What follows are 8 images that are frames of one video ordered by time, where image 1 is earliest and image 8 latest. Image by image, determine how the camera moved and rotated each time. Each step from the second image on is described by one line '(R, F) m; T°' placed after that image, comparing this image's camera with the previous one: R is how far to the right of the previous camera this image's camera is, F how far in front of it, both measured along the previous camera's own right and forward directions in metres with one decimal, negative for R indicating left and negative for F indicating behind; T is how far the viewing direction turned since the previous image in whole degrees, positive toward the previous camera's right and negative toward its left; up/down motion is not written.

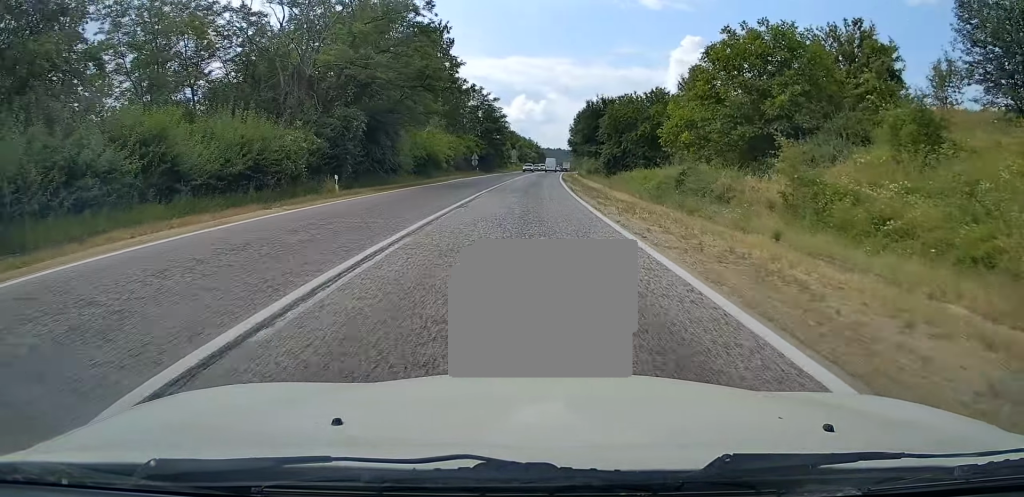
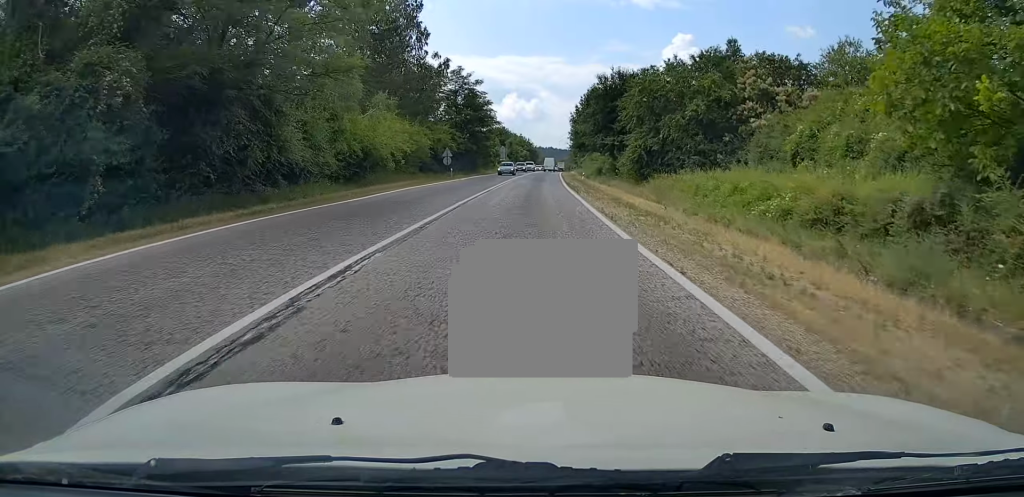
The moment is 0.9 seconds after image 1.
(0.0, +18.7) m; +1°
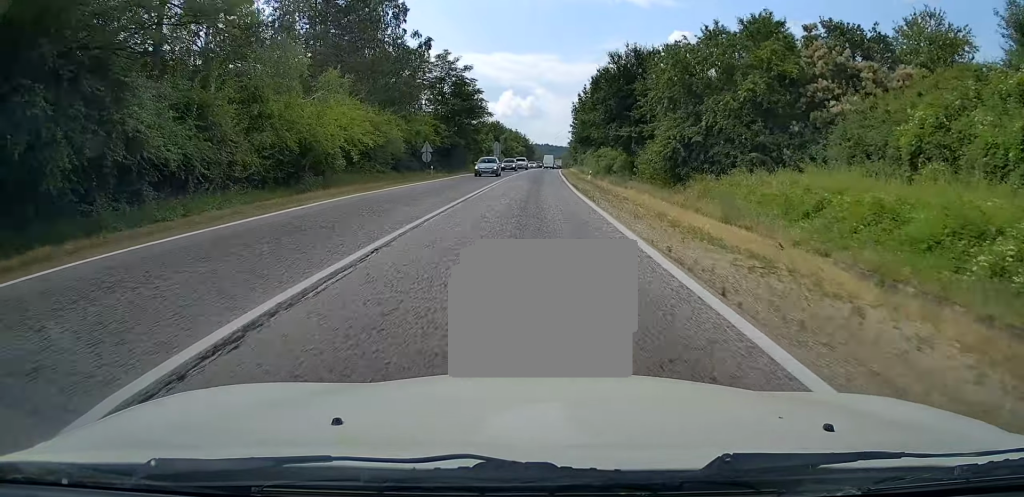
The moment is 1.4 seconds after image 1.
(+0.1, +9.4) m; +1°
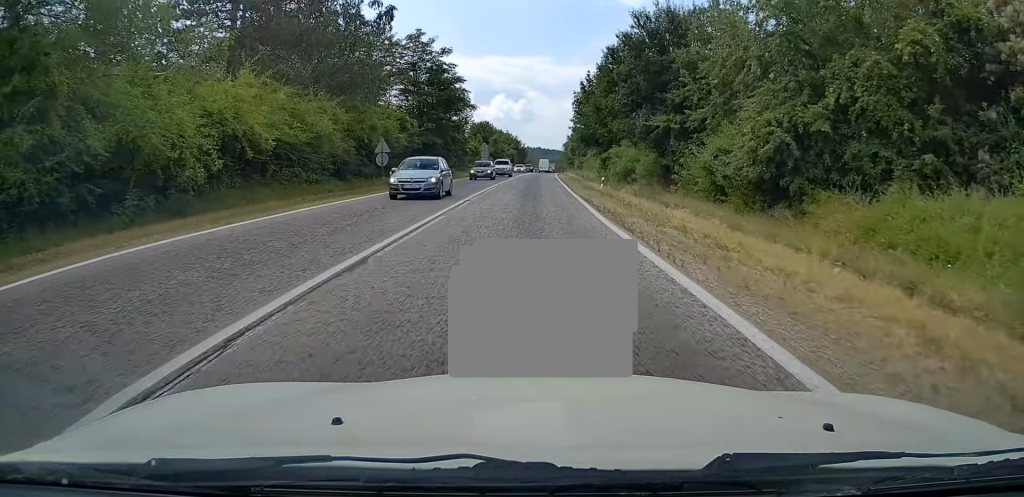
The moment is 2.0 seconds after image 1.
(+0.1, +12.1) m; +1°
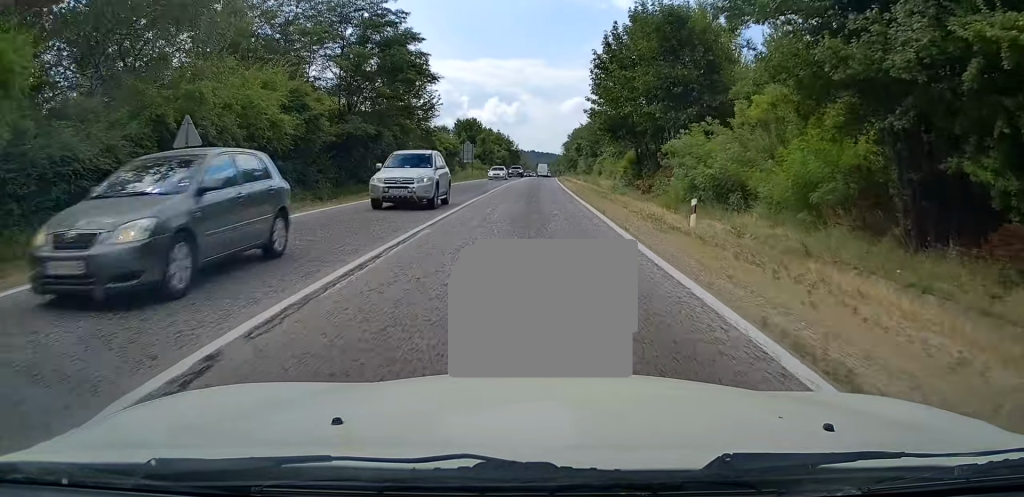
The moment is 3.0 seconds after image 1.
(+0.4, +20.3) m; +1°
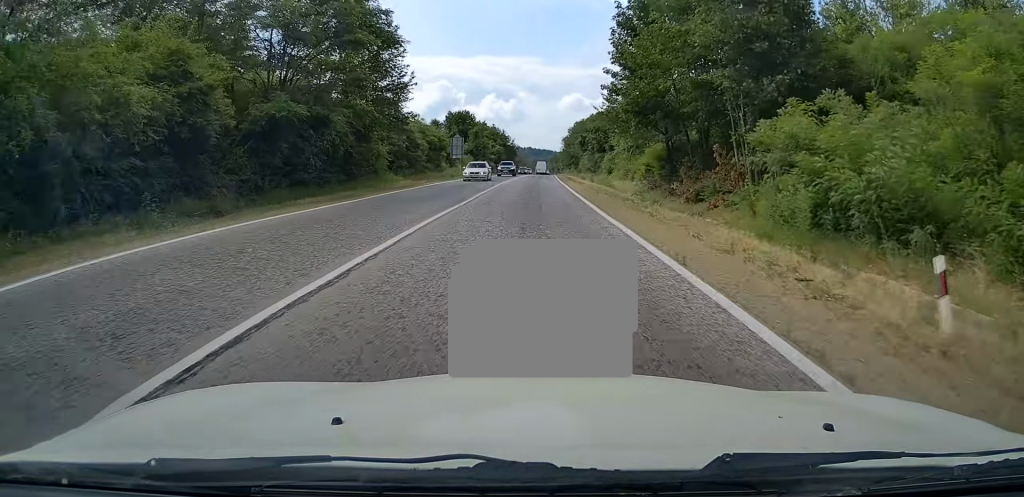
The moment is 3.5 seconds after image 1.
(0.0, +9.5) m; 0°
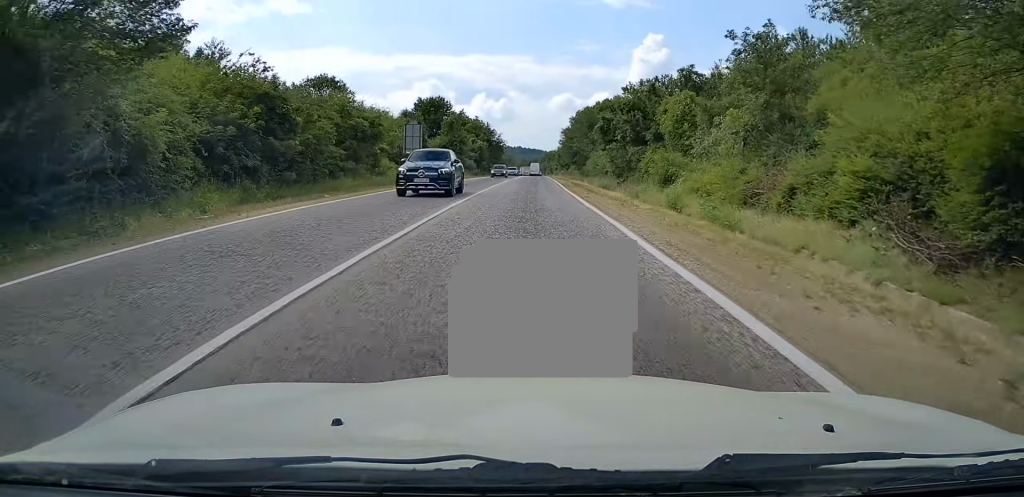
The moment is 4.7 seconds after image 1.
(-0.1, +24.6) m; 0°
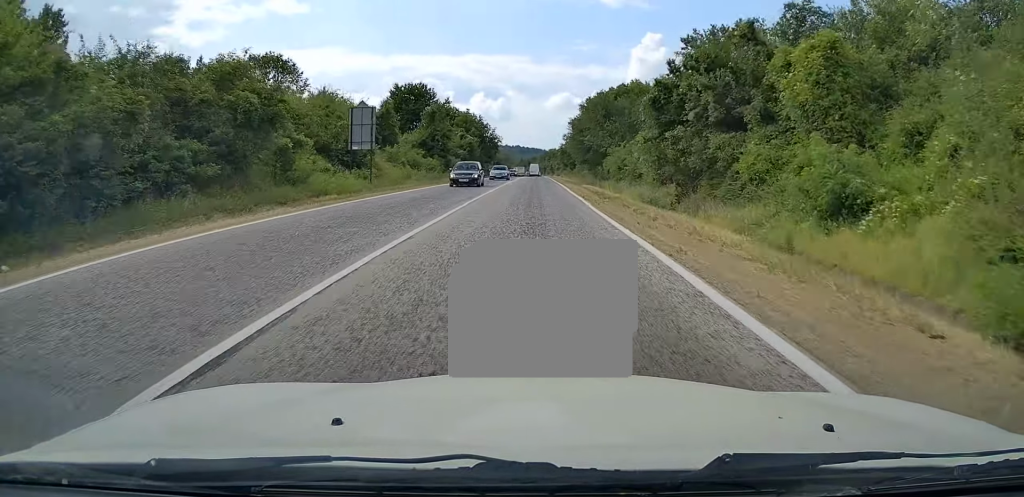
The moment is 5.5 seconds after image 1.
(+0.1, +16.4) m; +1°
